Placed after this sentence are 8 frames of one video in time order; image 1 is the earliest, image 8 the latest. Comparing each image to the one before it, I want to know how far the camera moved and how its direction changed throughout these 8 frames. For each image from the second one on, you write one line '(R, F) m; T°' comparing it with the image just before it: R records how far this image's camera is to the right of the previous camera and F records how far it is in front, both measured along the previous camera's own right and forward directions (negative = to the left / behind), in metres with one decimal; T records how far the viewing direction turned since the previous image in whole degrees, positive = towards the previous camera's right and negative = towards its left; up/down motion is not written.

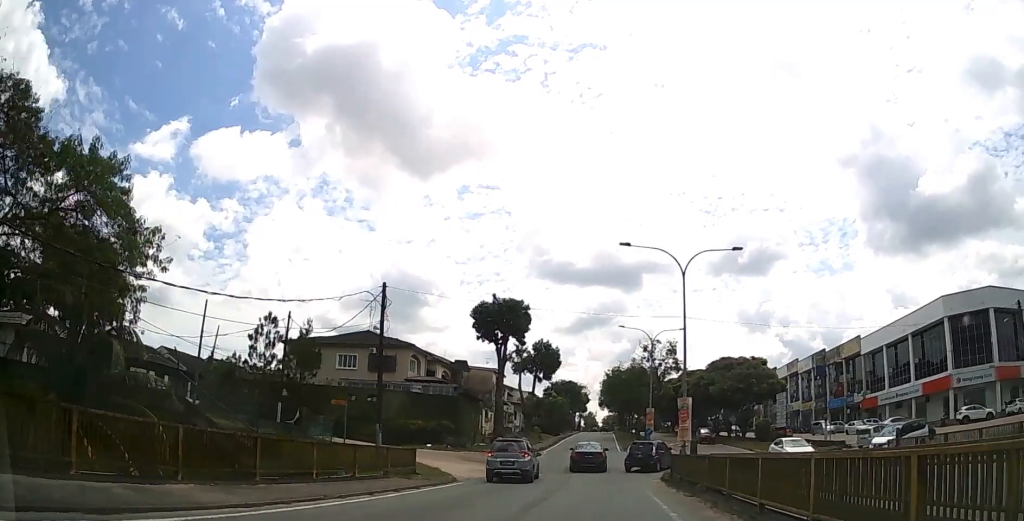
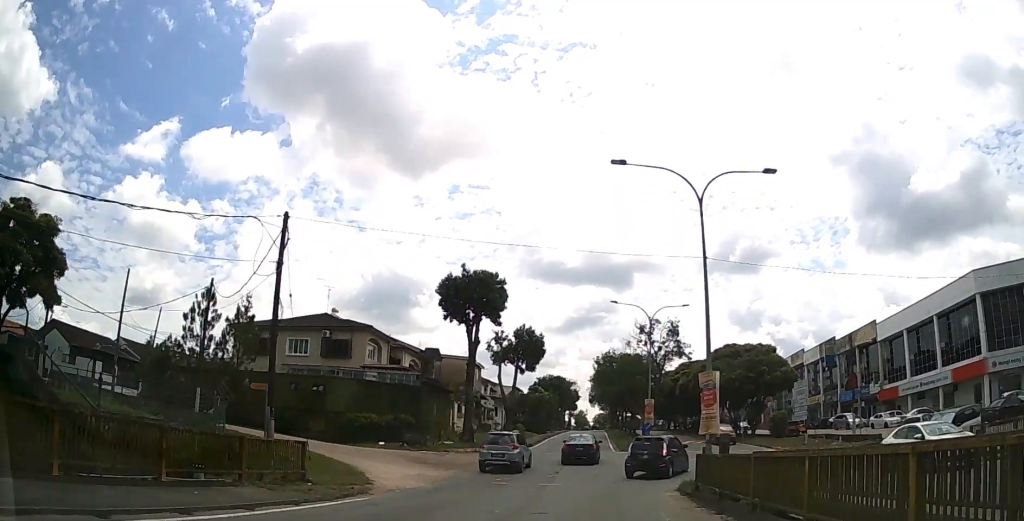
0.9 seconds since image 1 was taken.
(0.0, +7.1) m; +1°
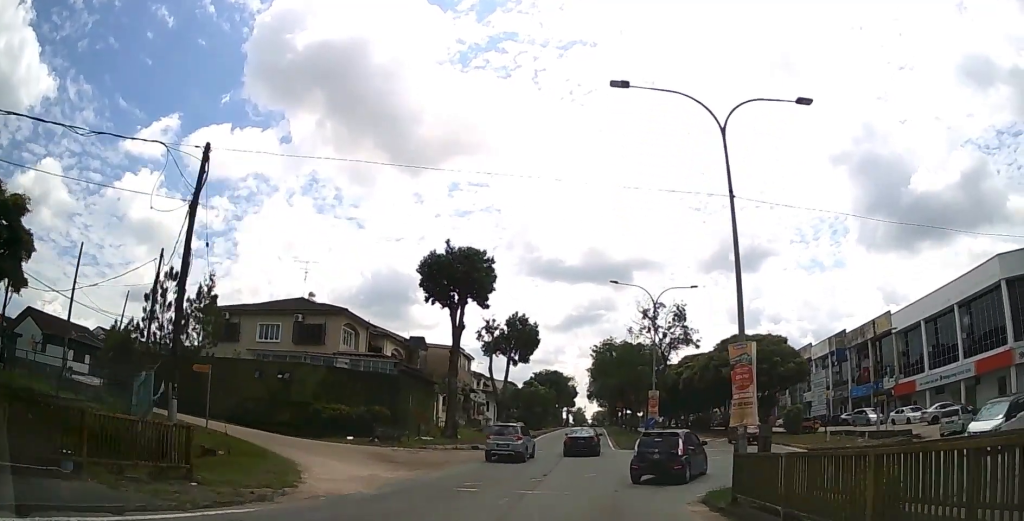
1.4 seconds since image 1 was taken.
(0.0, +4.4) m; +1°
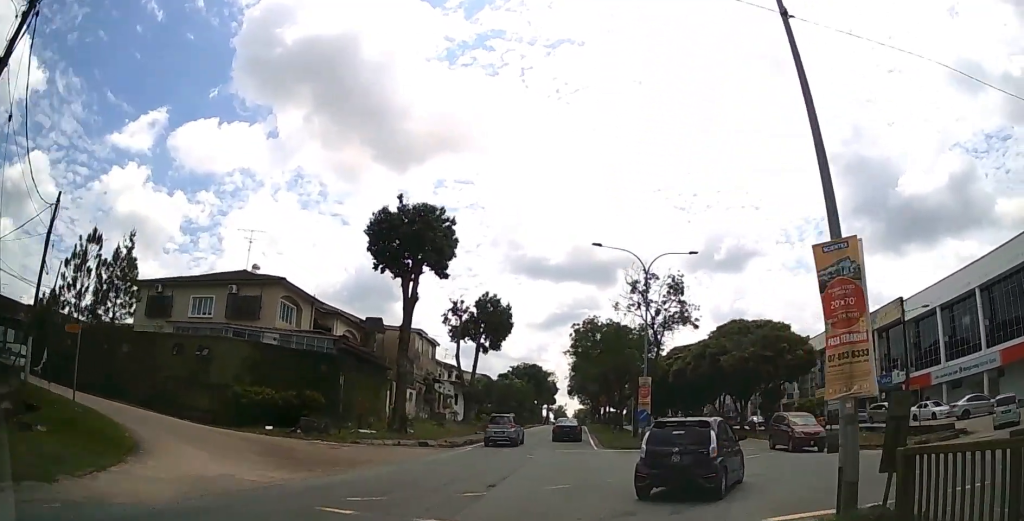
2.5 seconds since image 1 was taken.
(+0.1, +5.9) m; +3°
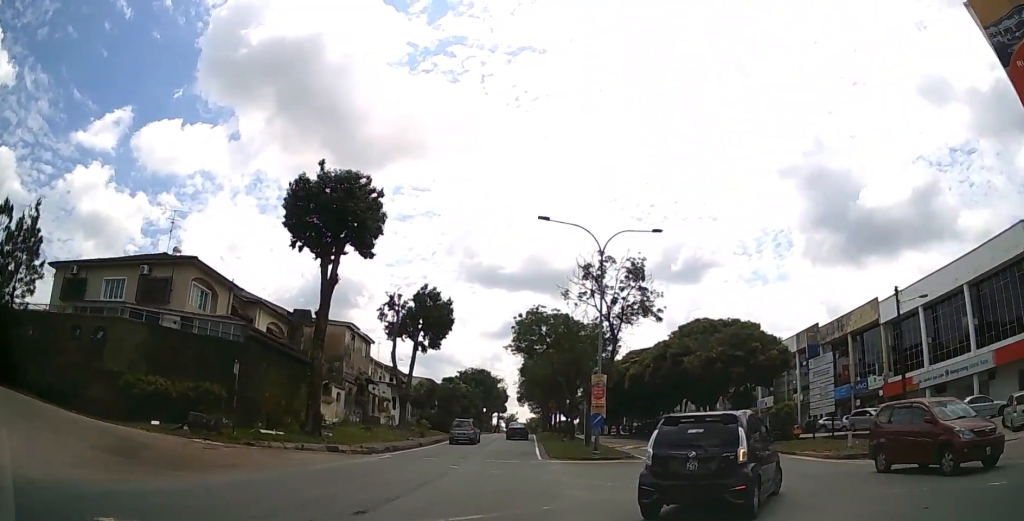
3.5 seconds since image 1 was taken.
(+0.2, +4.3) m; +8°
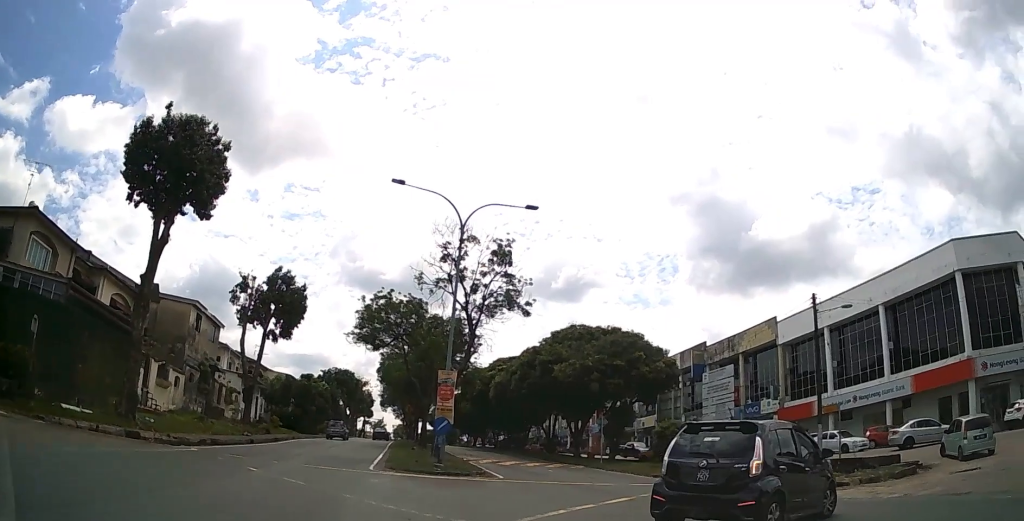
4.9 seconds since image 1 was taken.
(+0.6, +4.2) m; +18°
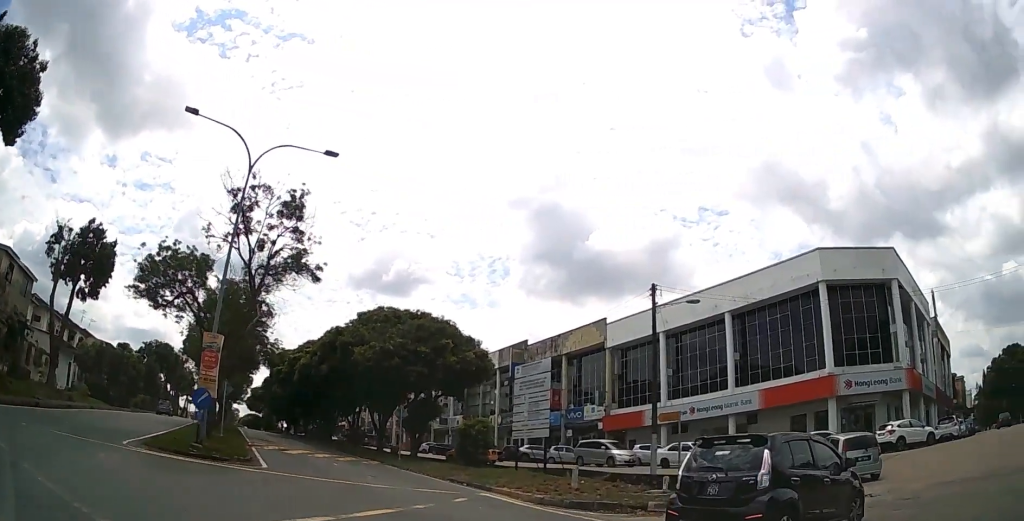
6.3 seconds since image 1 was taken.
(+0.6, +3.5) m; +20°
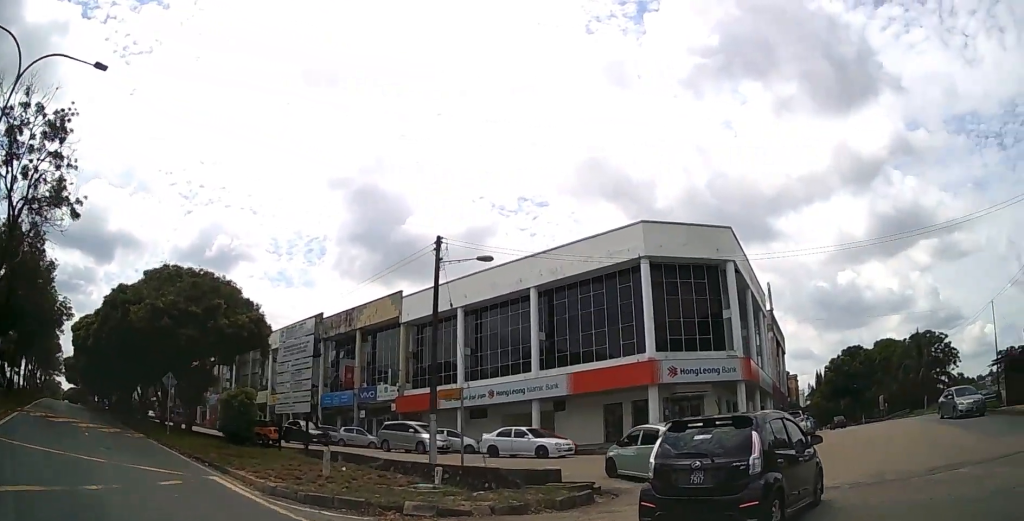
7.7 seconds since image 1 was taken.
(+0.6, +3.7) m; +15°
